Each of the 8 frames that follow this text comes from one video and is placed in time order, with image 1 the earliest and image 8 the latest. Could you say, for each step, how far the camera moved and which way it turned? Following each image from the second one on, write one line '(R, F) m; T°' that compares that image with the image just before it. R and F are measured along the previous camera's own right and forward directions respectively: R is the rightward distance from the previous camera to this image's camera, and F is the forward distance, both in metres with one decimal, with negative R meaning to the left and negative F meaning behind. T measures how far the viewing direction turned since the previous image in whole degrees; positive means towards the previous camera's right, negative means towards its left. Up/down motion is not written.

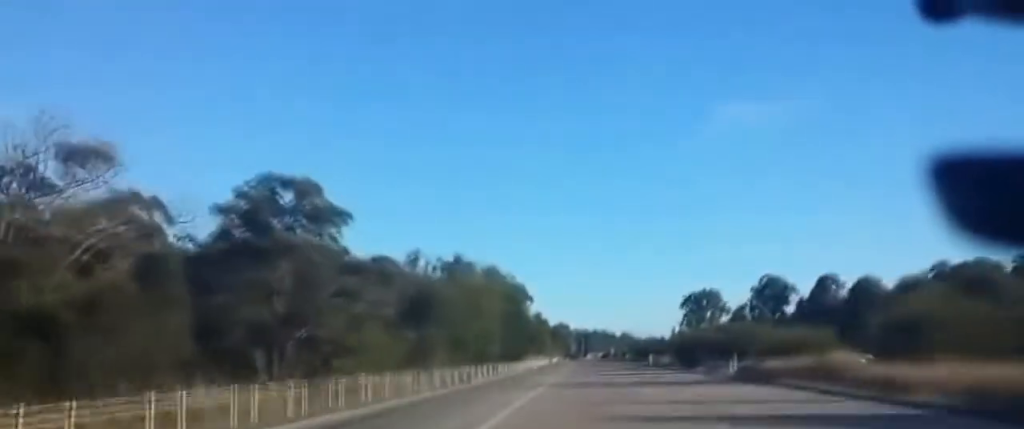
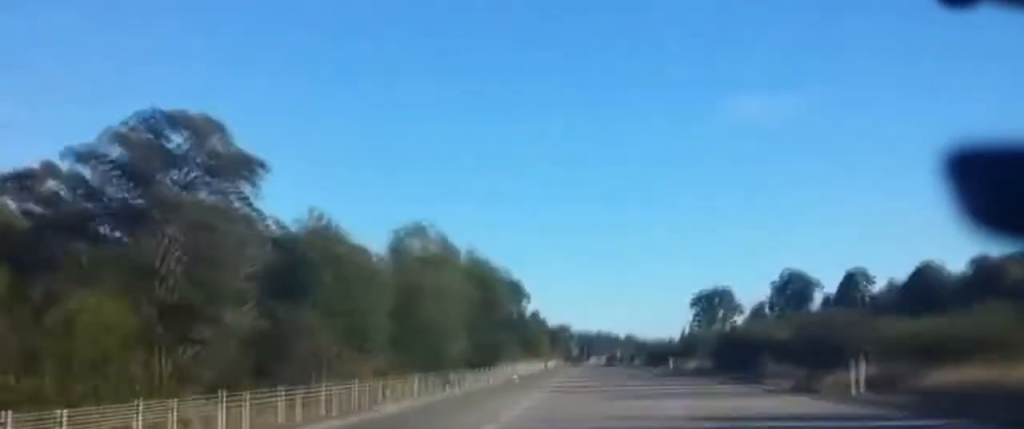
(+0.1, +21.1) m; 0°
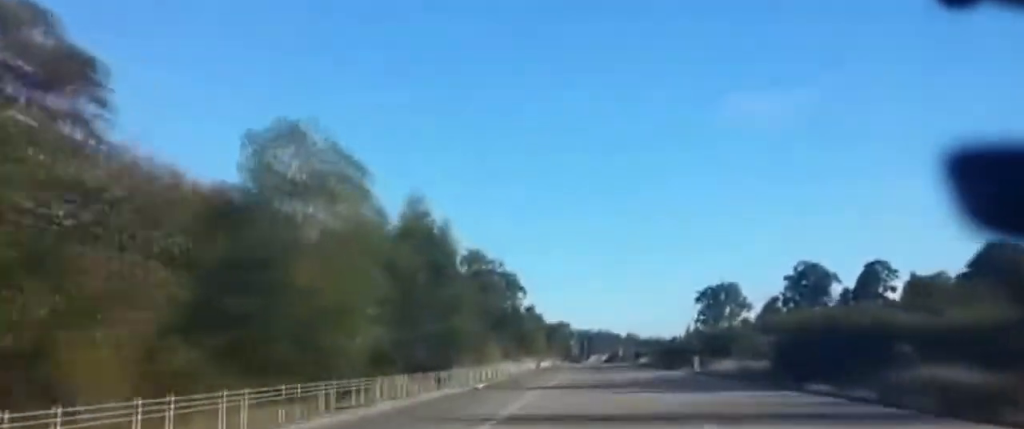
(0.0, +21.0) m; 0°
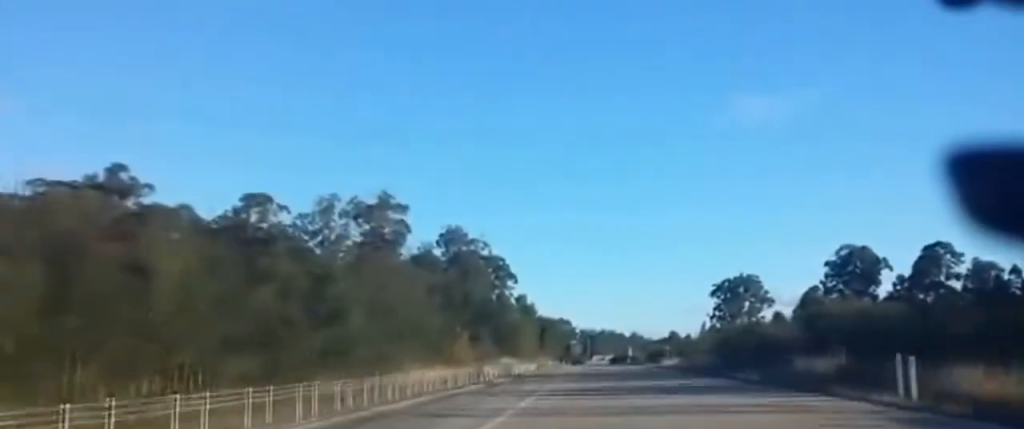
(-0.5, +44.0) m; -1°
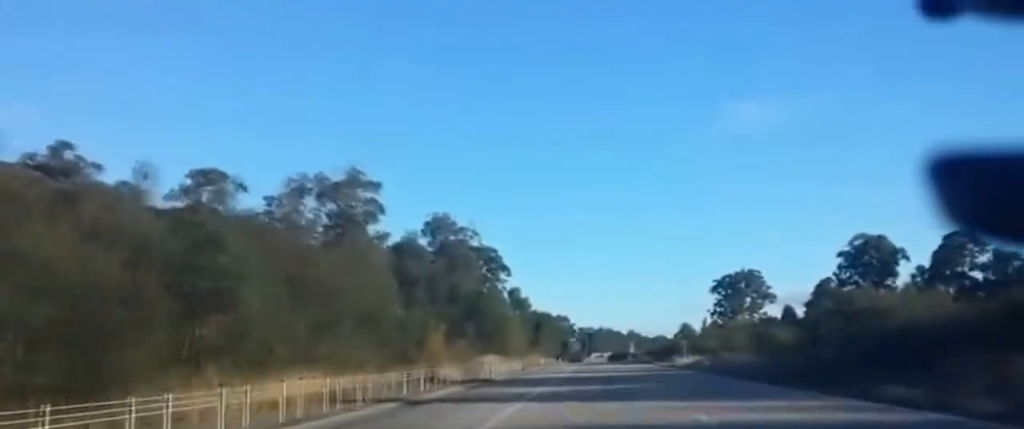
(0.0, +22.9) m; 0°
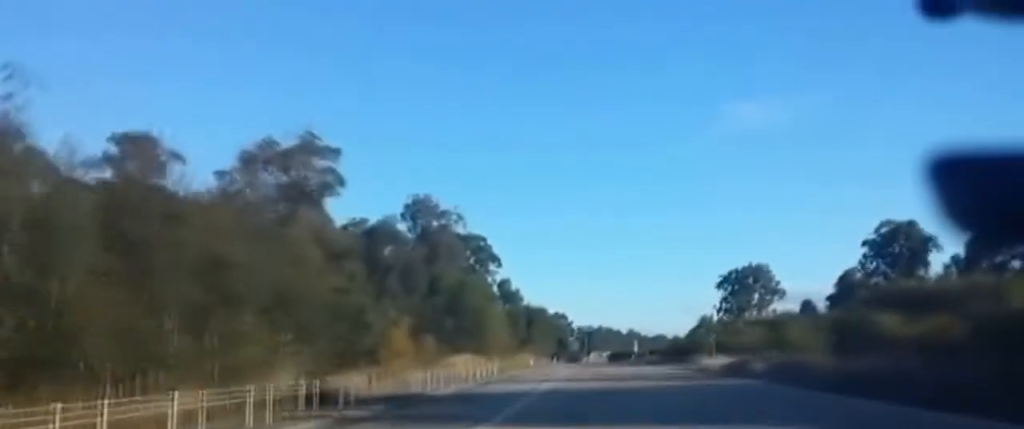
(+0.3, +19.6) m; 0°
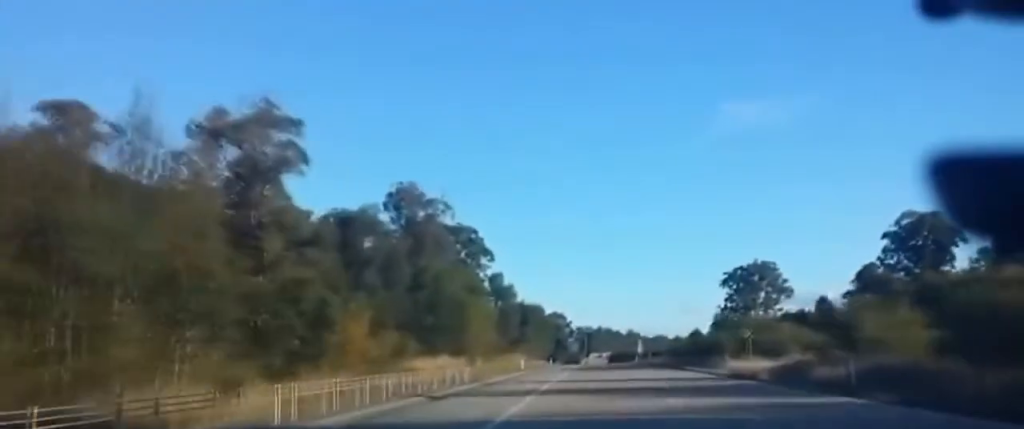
(-0.2, +13.3) m; 0°
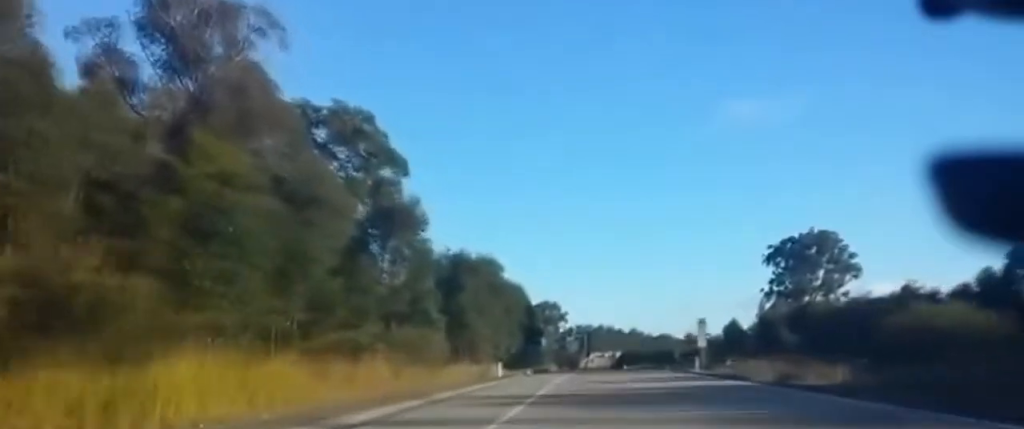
(+0.8, +80.9) m; +1°
